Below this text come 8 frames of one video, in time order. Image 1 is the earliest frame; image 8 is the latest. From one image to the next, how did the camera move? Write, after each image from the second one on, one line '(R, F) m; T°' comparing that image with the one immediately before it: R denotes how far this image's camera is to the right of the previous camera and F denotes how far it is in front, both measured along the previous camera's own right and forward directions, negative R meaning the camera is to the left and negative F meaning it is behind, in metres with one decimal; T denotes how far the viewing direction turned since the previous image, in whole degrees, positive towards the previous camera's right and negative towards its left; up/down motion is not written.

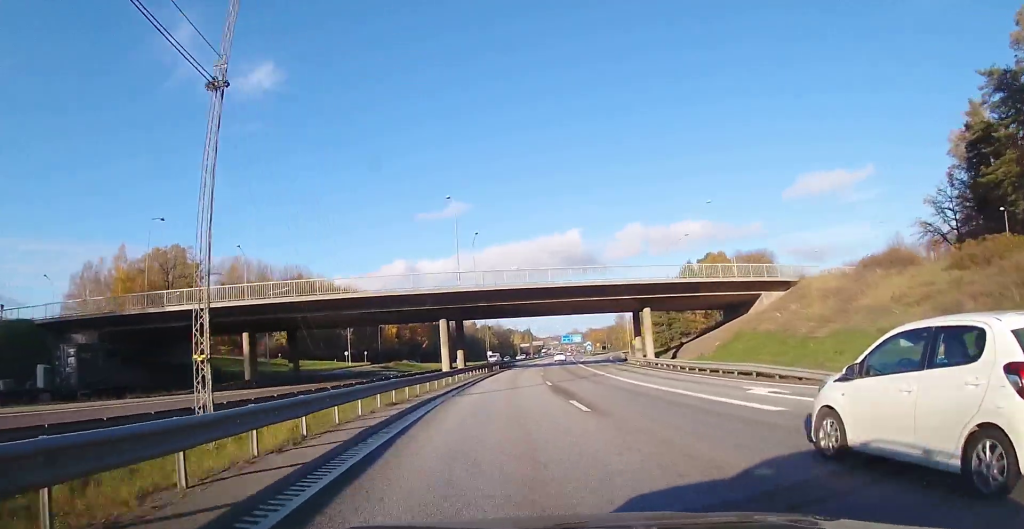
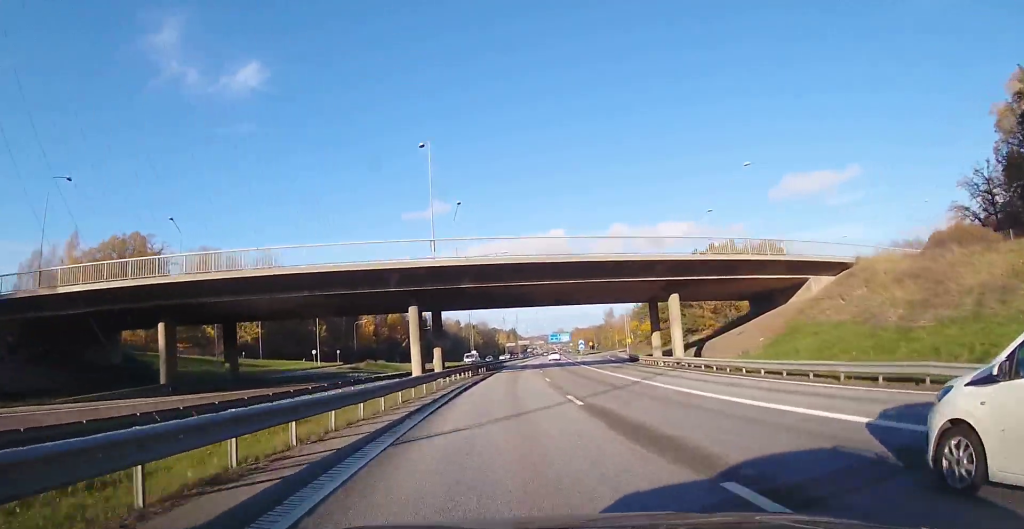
(+0.1, +10.8) m; +2°
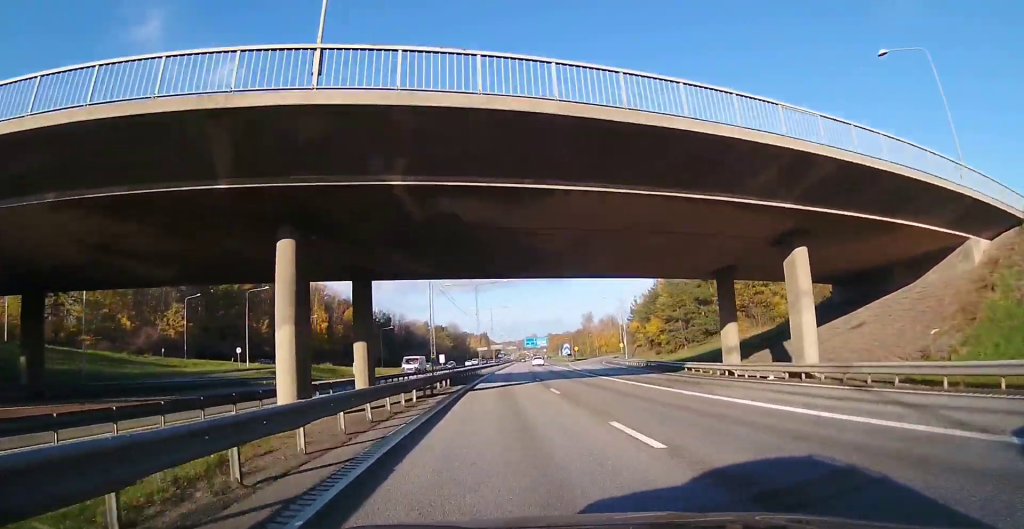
(+0.4, +19.0) m; +2°
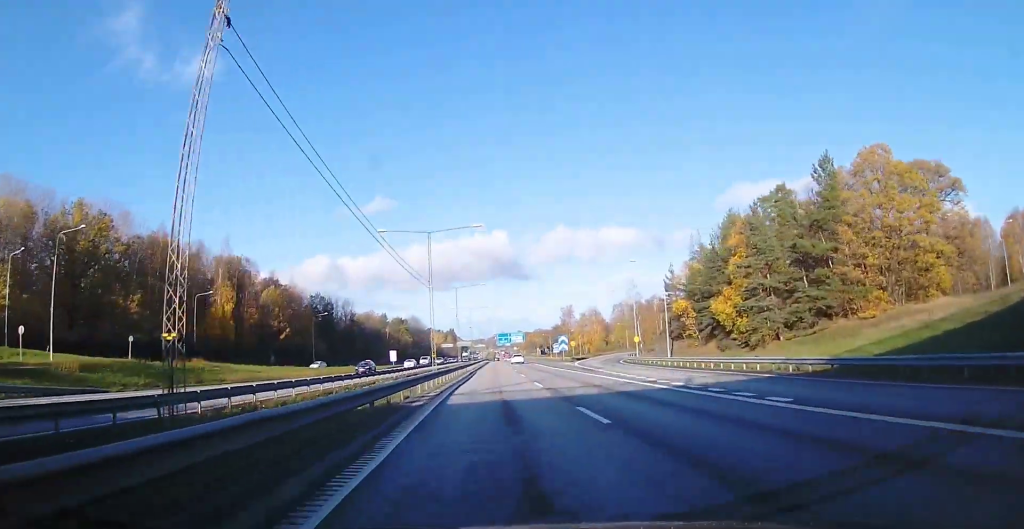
(+1.2, +33.5) m; +4°
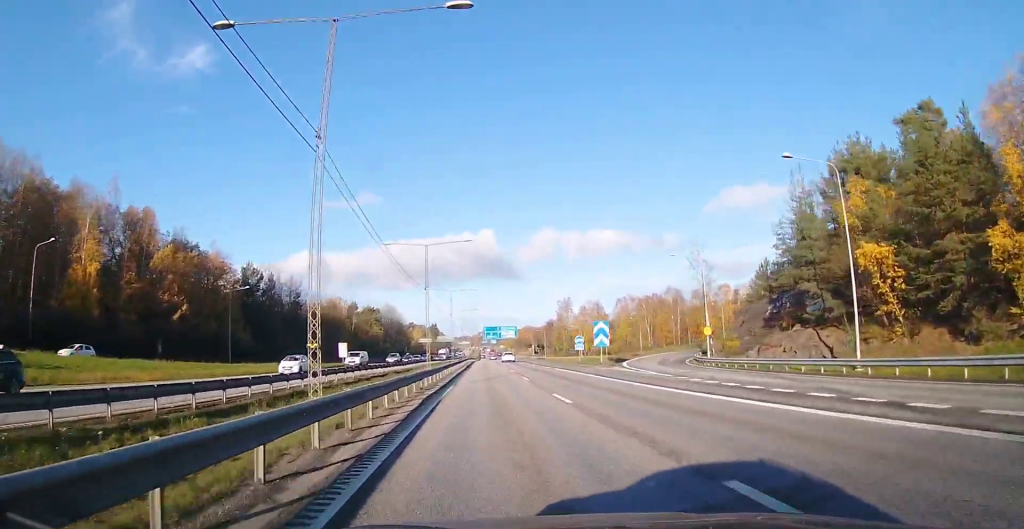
(+1.0, +31.5) m; +2°
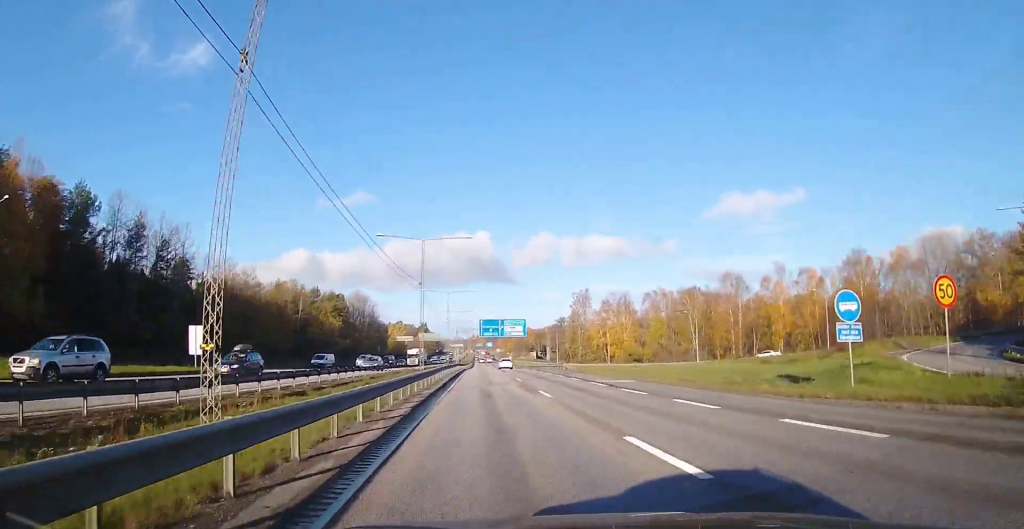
(+0.1, +43.6) m; +1°
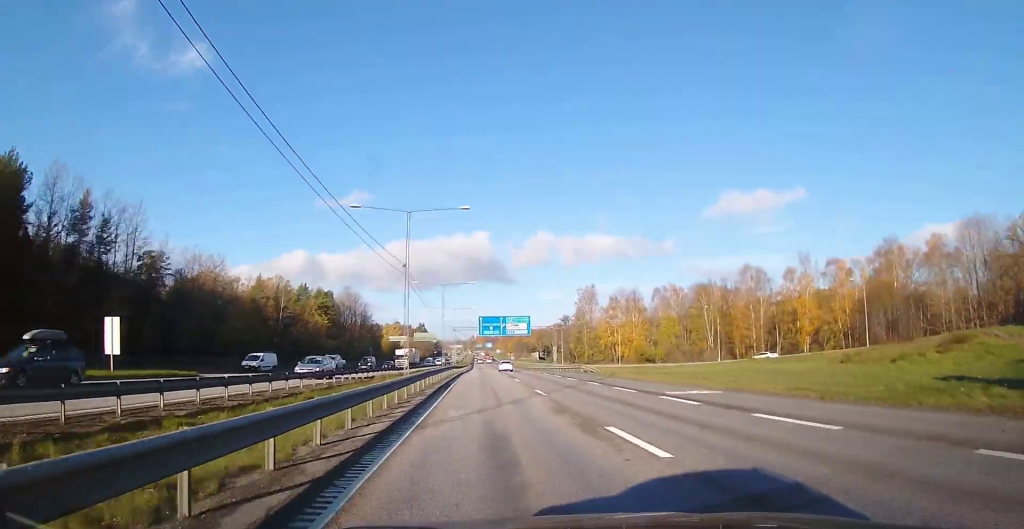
(+0.2, +10.5) m; 0°
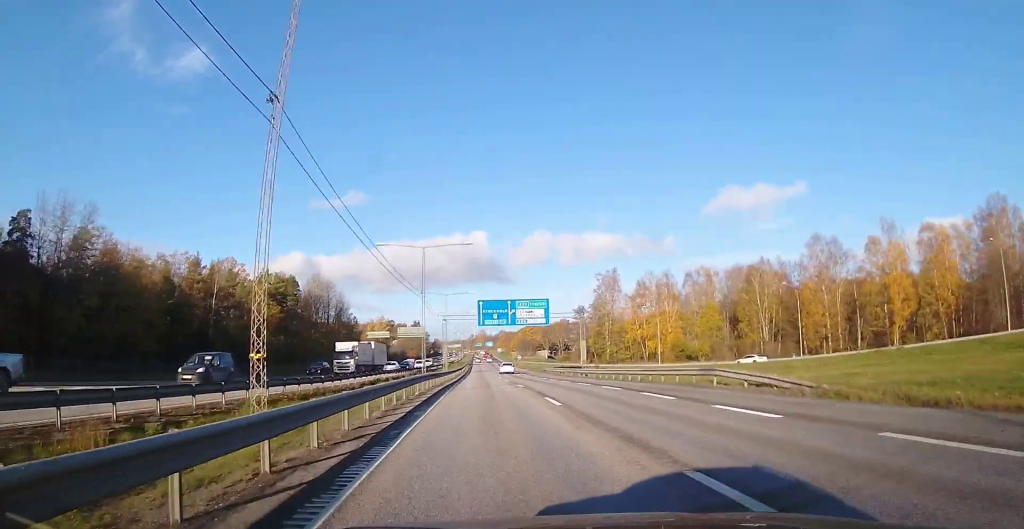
(-0.2, +27.4) m; -1°
